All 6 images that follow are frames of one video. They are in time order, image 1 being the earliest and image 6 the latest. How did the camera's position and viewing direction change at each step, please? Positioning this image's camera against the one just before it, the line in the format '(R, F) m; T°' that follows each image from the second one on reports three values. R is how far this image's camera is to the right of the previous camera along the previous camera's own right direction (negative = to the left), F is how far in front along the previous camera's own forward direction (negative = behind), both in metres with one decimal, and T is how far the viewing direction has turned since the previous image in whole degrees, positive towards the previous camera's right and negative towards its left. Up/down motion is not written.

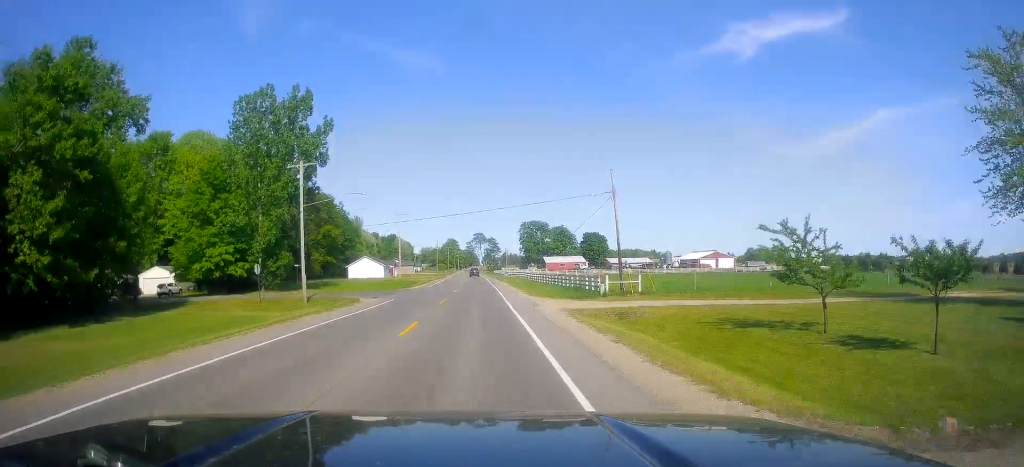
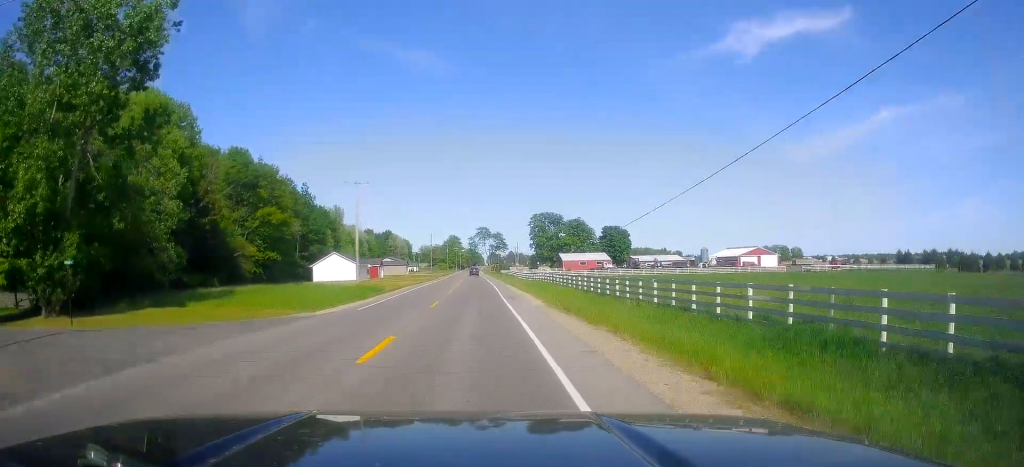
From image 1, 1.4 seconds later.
(+3.4, +35.4) m; +6°
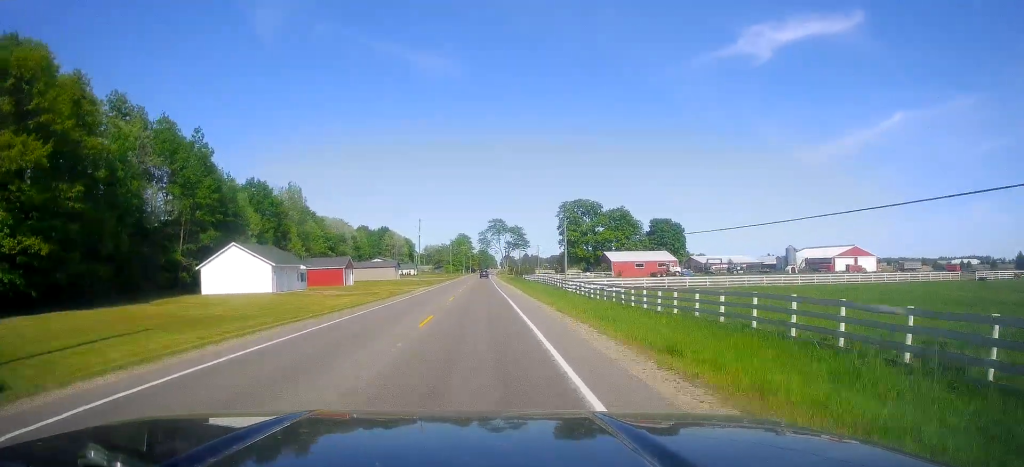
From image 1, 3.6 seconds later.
(-1.6, +53.6) m; -1°
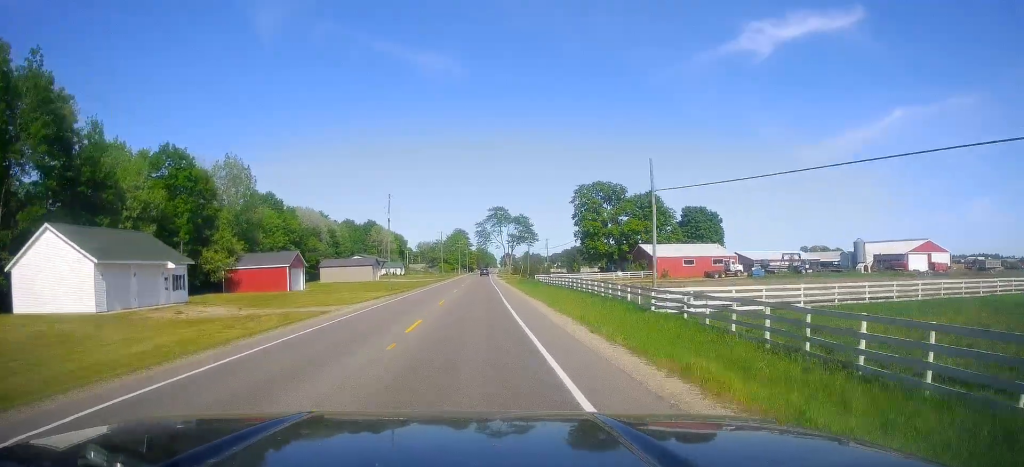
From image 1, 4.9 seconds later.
(+0.4, +32.5) m; -4°
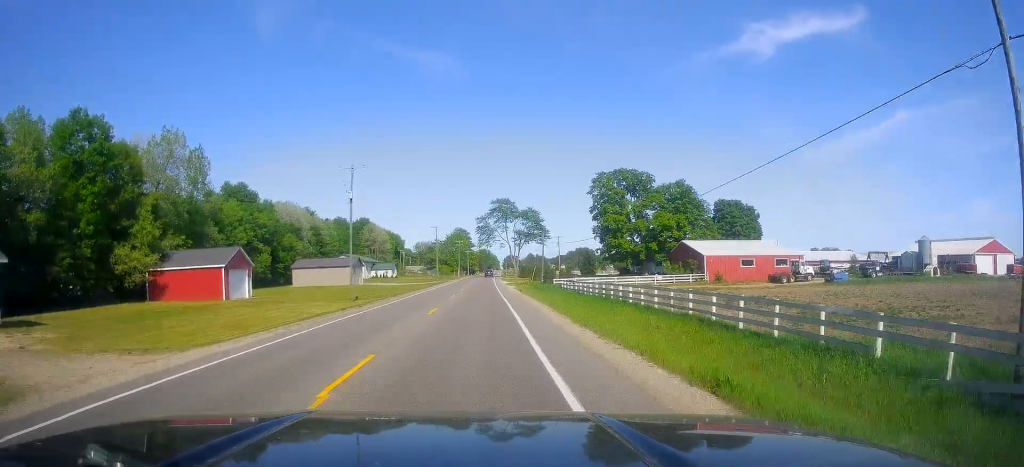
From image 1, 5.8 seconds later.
(-1.5, +21.8) m; -2°
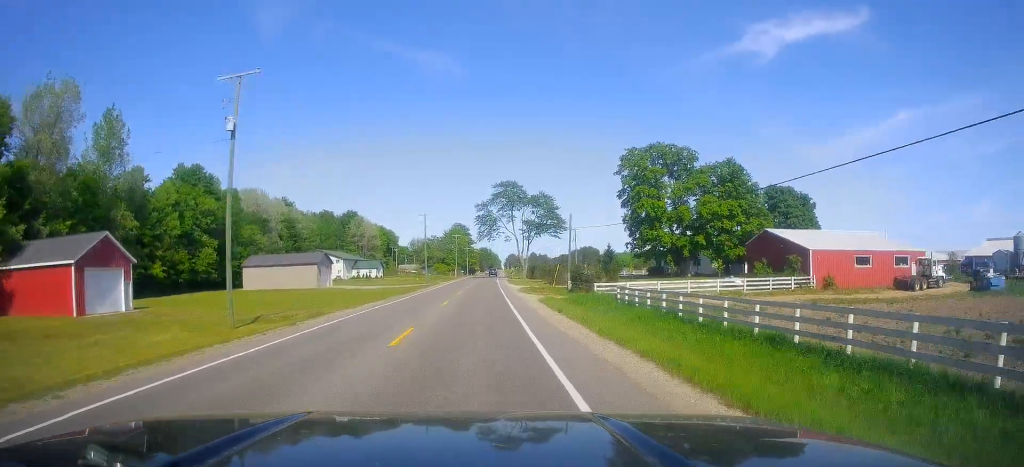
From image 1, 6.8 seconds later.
(+0.1, +25.5) m; +3°
